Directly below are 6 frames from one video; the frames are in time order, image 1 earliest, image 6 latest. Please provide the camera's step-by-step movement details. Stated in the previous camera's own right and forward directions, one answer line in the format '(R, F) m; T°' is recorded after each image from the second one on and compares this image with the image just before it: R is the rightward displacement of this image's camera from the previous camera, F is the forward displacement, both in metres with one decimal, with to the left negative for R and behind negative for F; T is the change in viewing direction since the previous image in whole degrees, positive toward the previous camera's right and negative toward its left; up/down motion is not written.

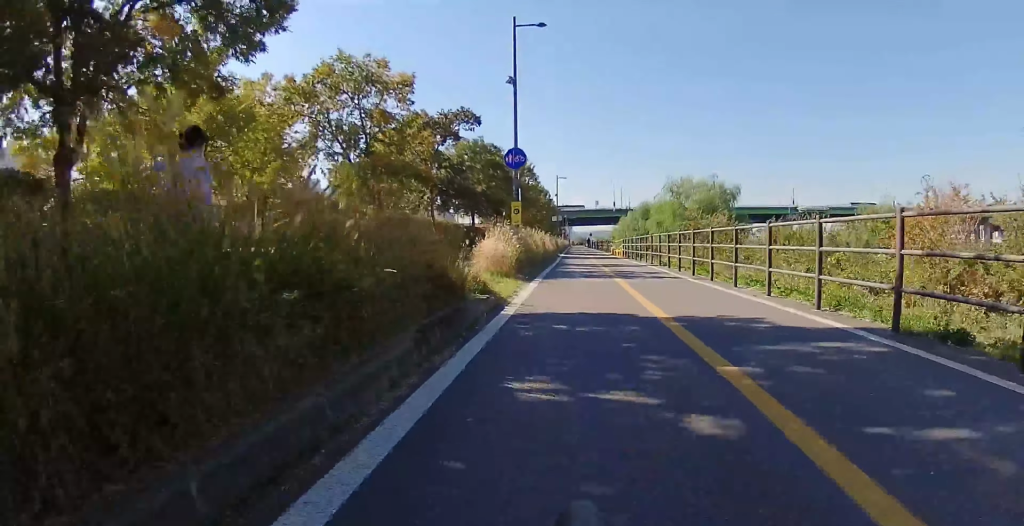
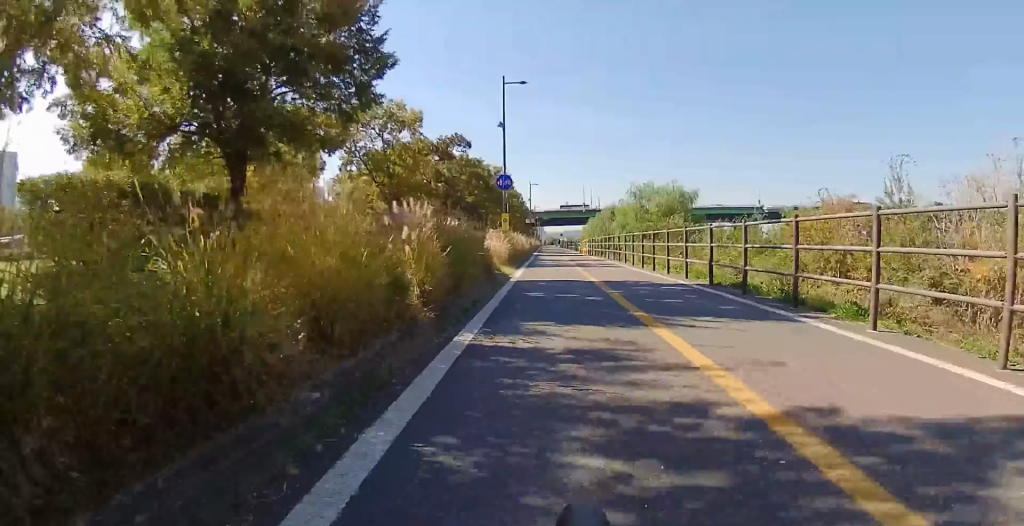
(-0.1, +6.2) m; 0°
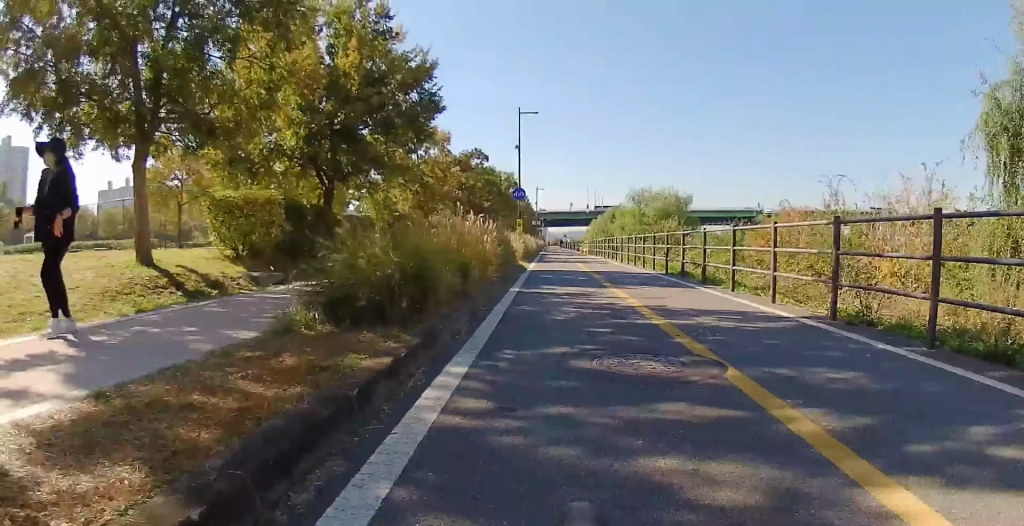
(-0.1, +5.3) m; +1°
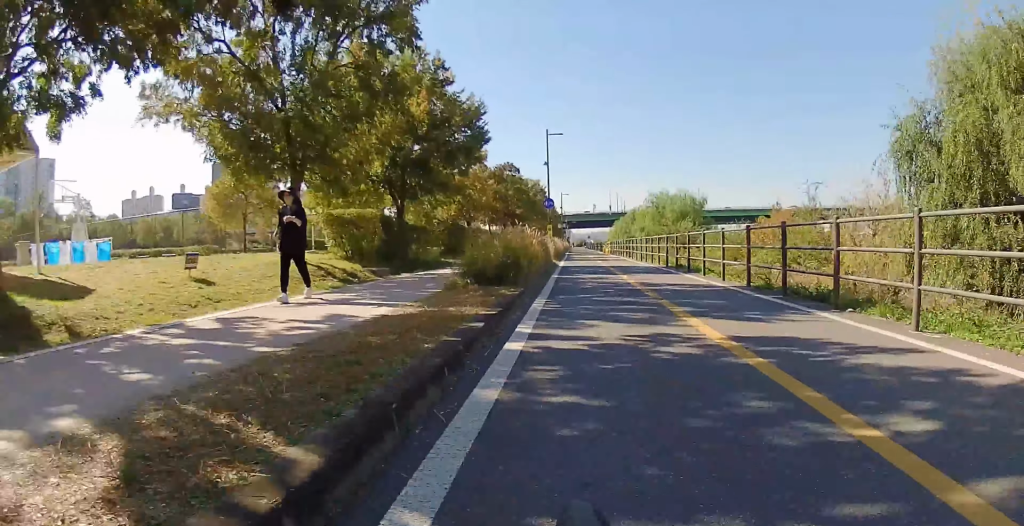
(+0.2, +5.0) m; 0°
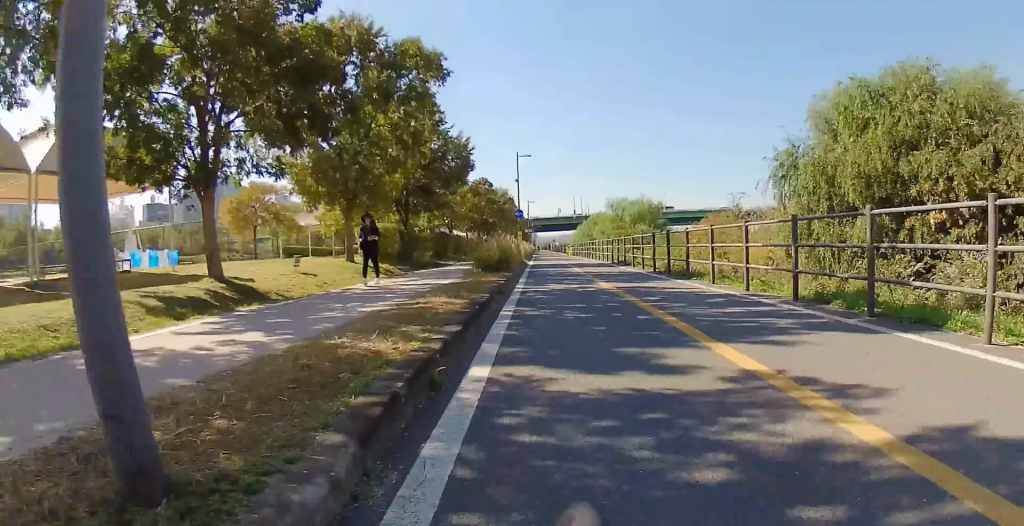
(-0.2, +6.5) m; -2°
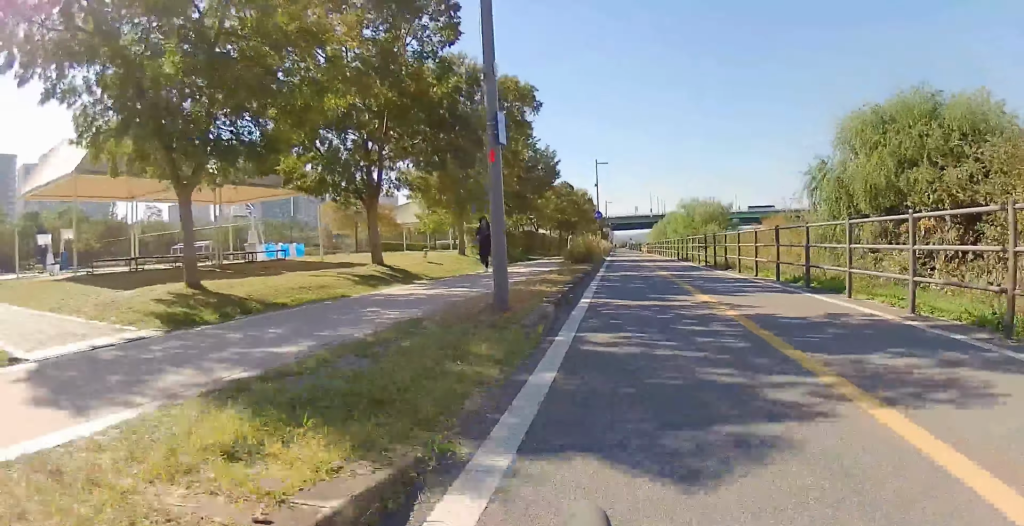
(-0.1, +4.8) m; +1°
